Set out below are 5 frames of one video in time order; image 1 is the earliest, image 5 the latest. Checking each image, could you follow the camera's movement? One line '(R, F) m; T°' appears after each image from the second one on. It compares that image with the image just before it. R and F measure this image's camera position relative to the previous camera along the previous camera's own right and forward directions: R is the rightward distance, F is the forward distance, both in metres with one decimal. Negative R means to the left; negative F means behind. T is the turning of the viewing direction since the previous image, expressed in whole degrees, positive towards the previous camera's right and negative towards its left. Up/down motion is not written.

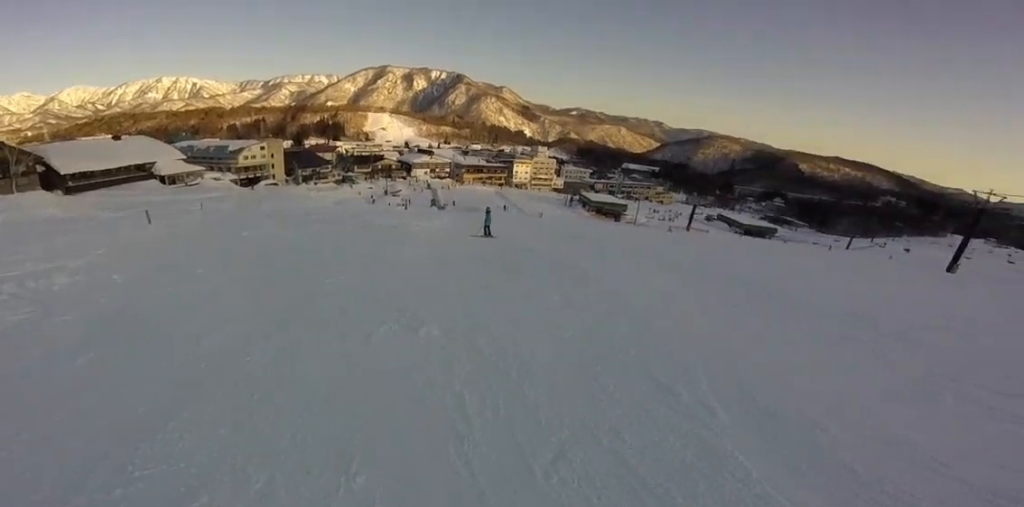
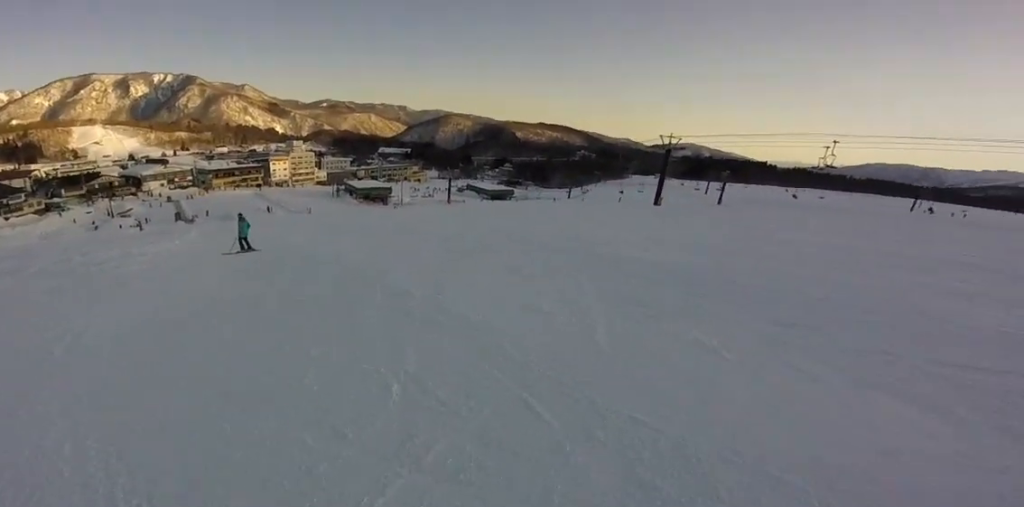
(+2.5, +3.1) m; +52°
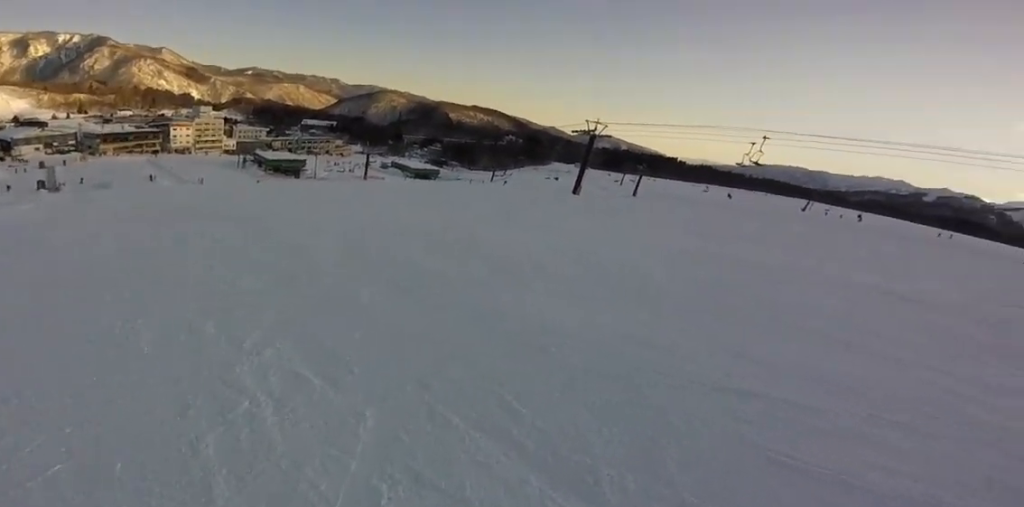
(+1.5, +5.2) m; +10°
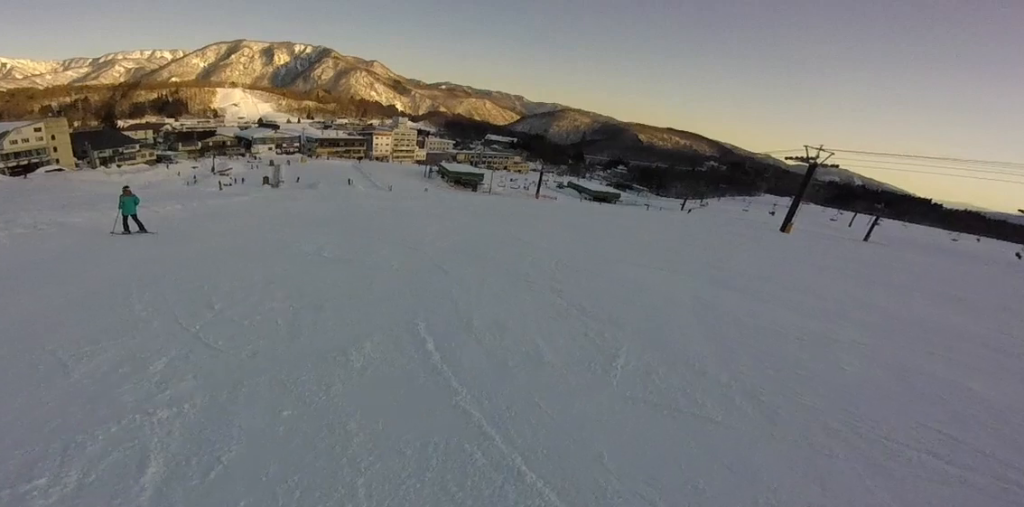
(-0.7, +2.3) m; -15°
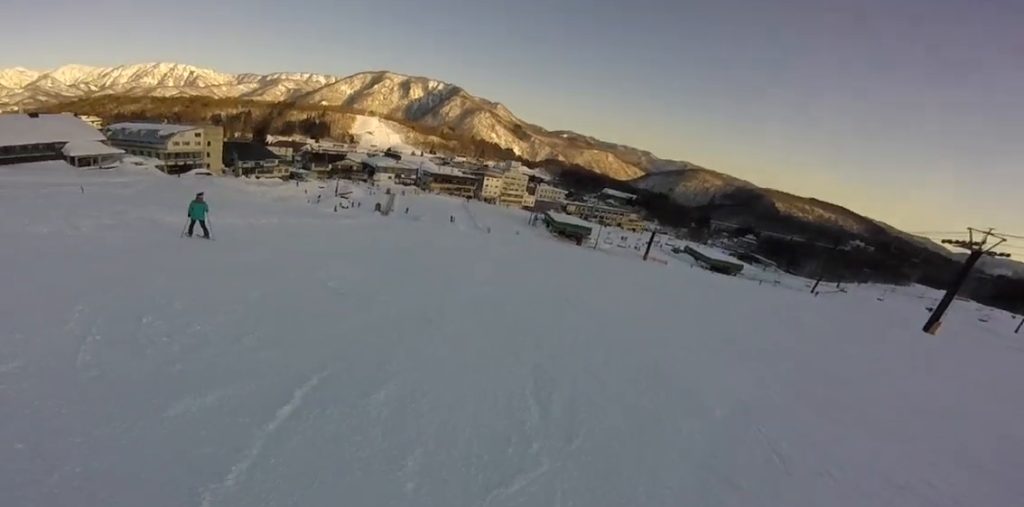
(-0.2, +2.3) m; -4°
